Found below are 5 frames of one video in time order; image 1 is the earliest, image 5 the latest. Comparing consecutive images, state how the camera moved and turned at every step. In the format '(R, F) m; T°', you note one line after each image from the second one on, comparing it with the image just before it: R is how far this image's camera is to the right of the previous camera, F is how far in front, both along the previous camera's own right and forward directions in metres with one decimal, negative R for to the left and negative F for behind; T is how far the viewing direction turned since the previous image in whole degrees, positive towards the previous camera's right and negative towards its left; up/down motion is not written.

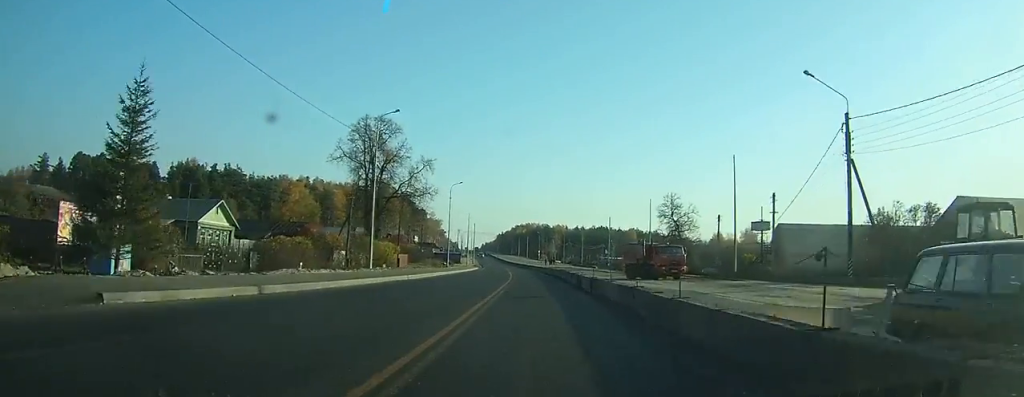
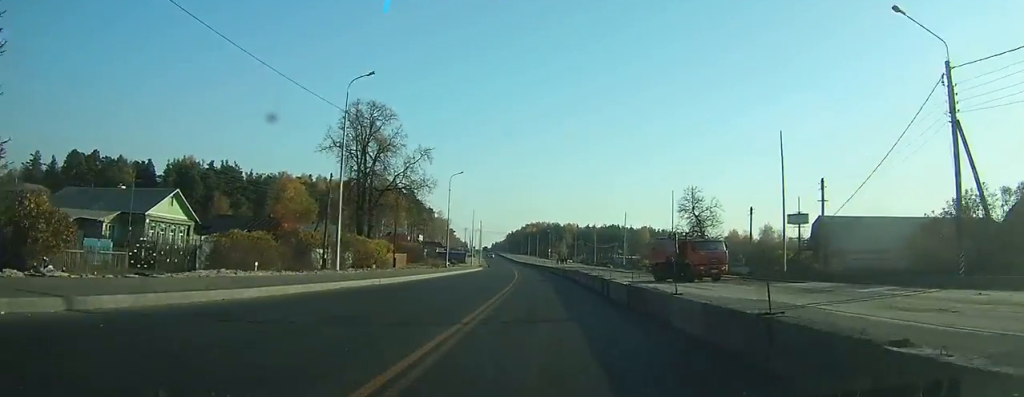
(0.0, +7.1) m; 0°
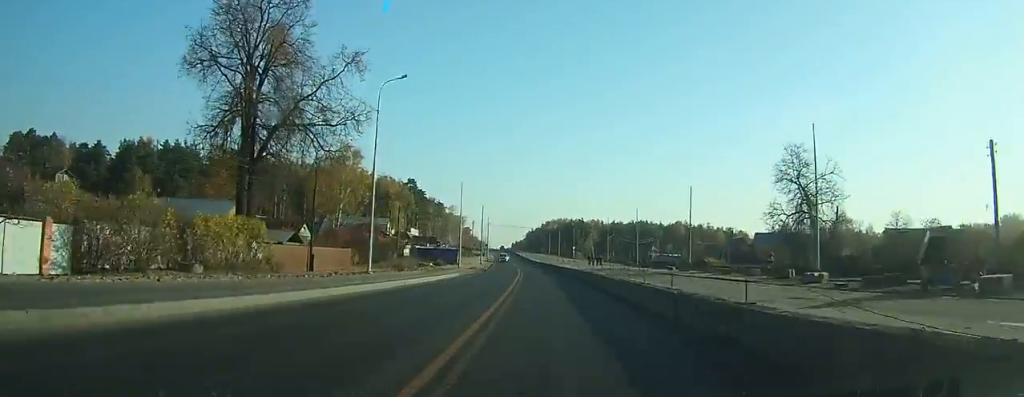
(-0.4, +32.9) m; -1°
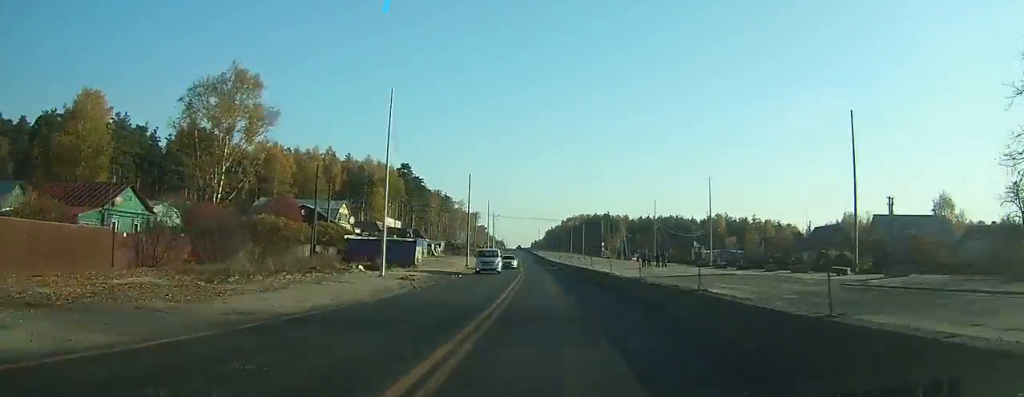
(-0.5, +36.1) m; -1°
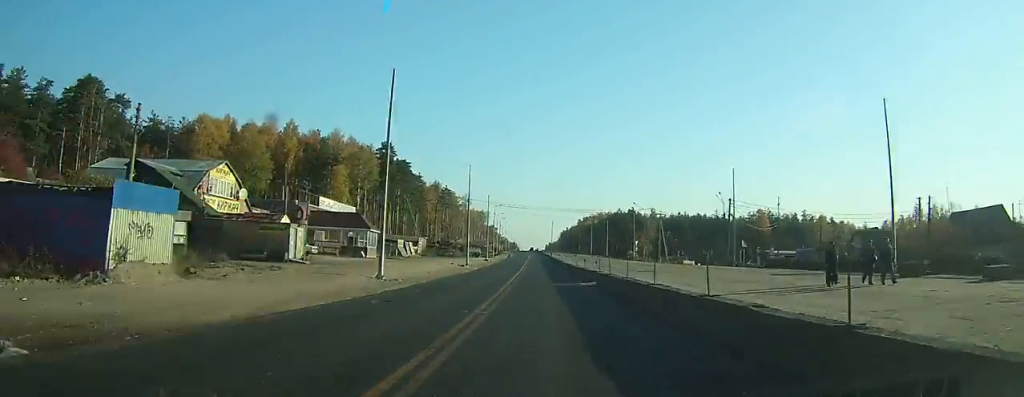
(-0.4, +36.6) m; -1°
